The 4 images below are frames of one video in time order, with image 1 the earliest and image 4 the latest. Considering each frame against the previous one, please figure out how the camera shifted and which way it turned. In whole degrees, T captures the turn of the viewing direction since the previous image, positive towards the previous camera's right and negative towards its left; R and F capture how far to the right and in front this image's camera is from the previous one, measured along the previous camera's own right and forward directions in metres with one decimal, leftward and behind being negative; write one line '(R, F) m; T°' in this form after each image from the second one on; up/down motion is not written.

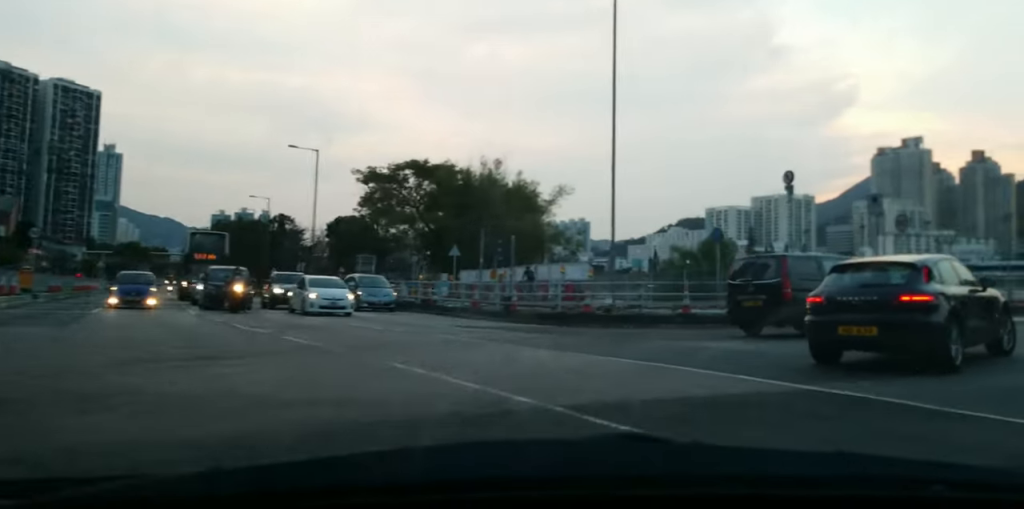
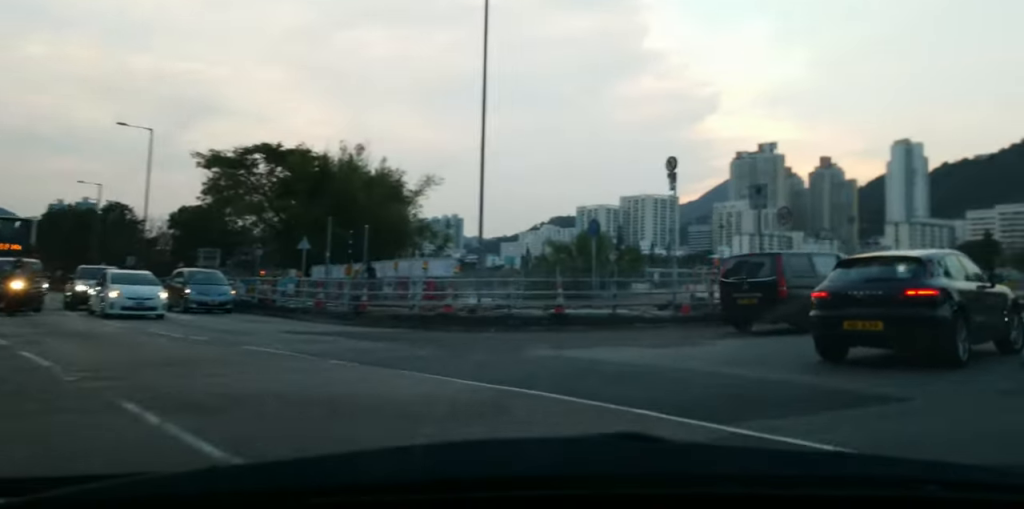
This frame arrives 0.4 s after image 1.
(0.0, +3.7) m; +3°
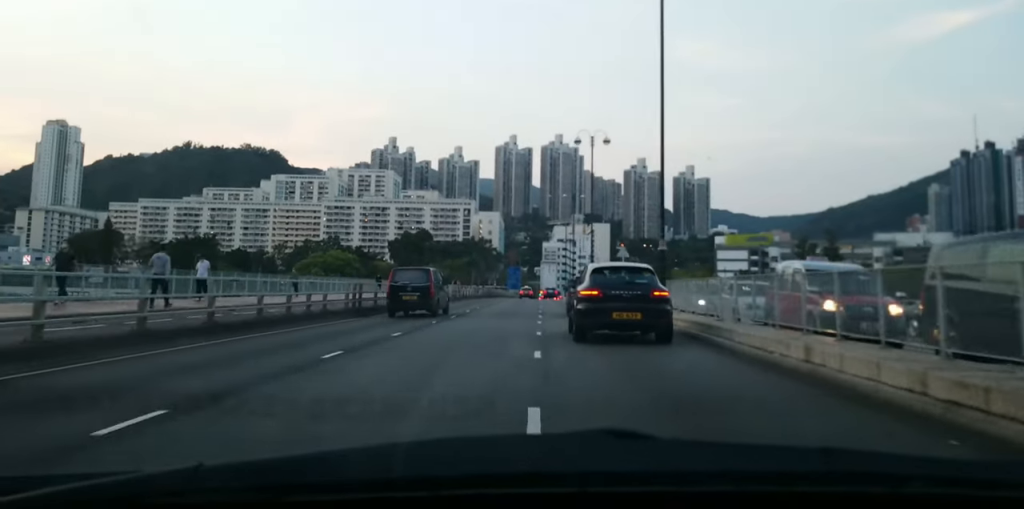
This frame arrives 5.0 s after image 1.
(+25.1, +29.2) m; +66°
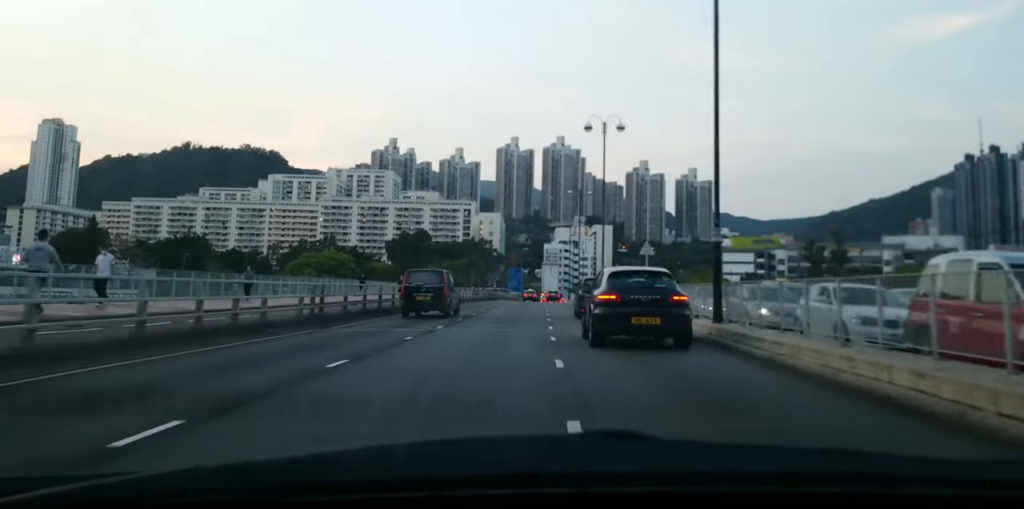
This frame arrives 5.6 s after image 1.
(-0.1, +6.1) m; -1°
